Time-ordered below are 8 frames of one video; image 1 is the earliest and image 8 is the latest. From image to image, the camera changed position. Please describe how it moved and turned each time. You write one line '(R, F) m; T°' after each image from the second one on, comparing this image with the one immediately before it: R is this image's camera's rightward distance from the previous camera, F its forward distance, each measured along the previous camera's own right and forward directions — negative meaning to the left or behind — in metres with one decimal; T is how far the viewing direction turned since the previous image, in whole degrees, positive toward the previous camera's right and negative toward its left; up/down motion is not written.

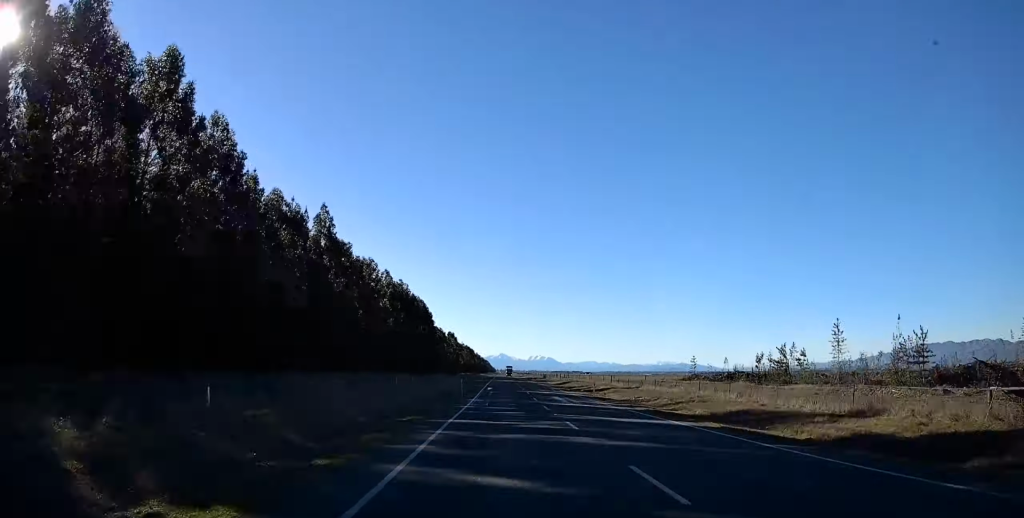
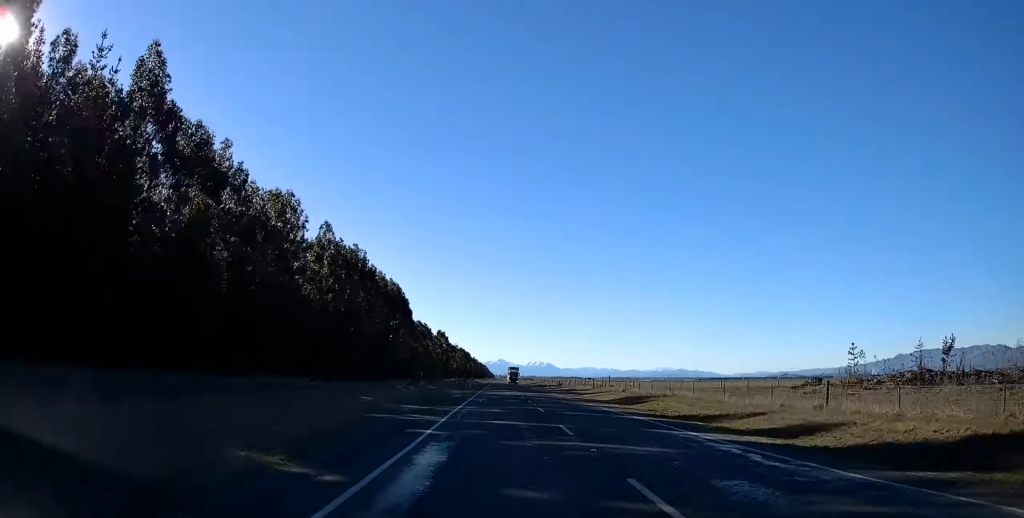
(0.0, +51.0) m; 0°
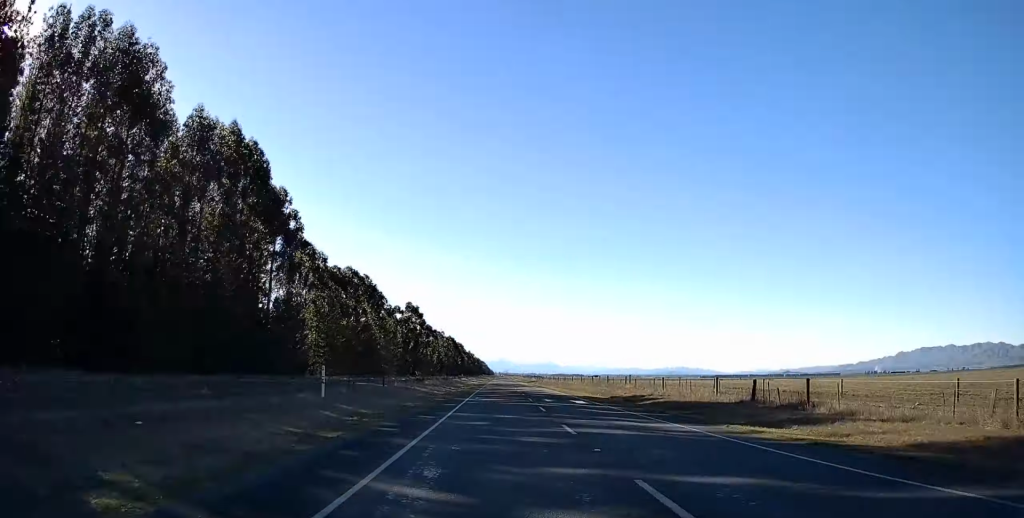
(-0.1, +101.8) m; 0°
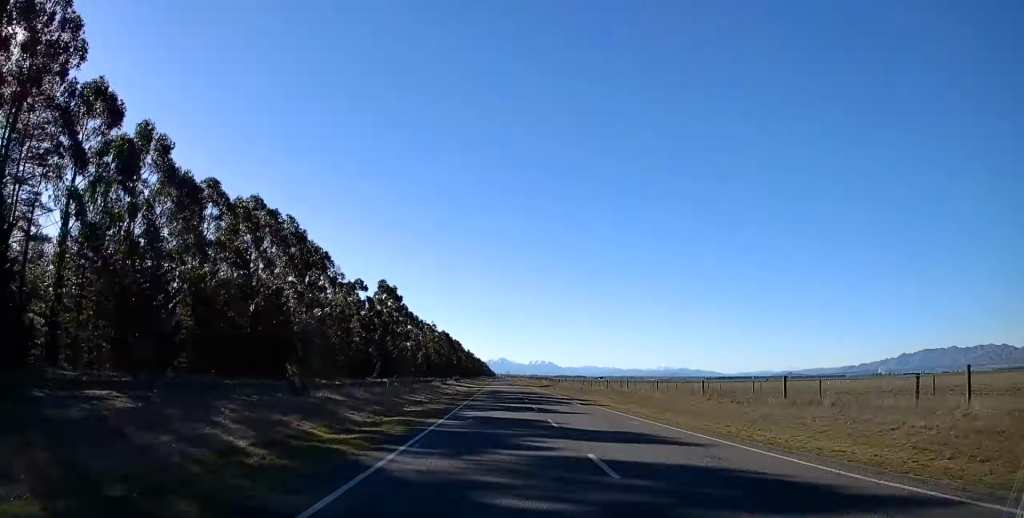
(0.0, +47.2) m; 0°
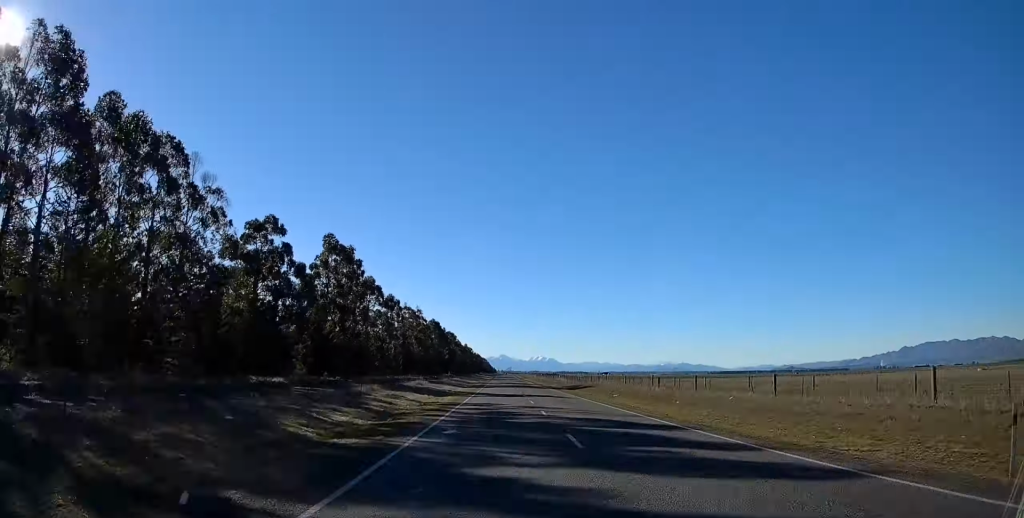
(+0.1, +47.2) m; 0°
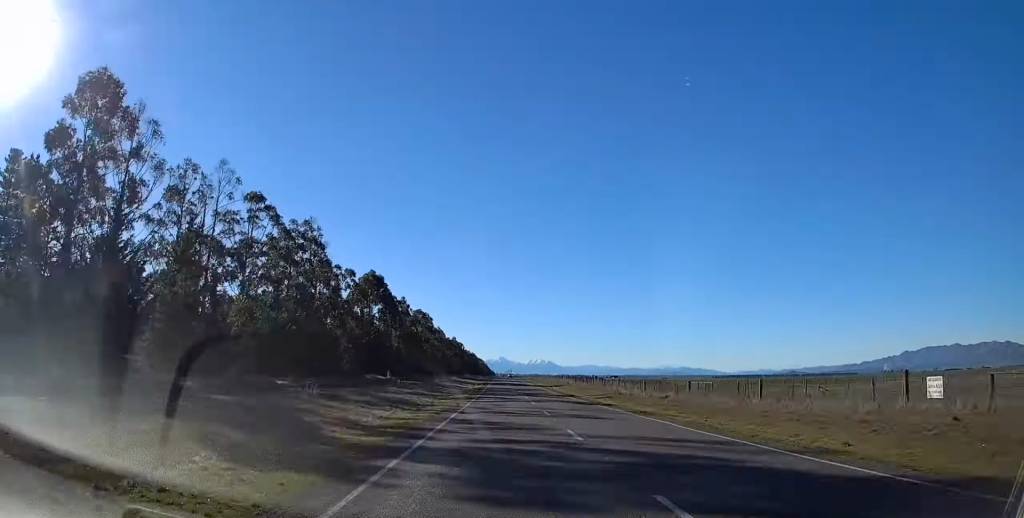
(-0.1, +119.6) m; 0°
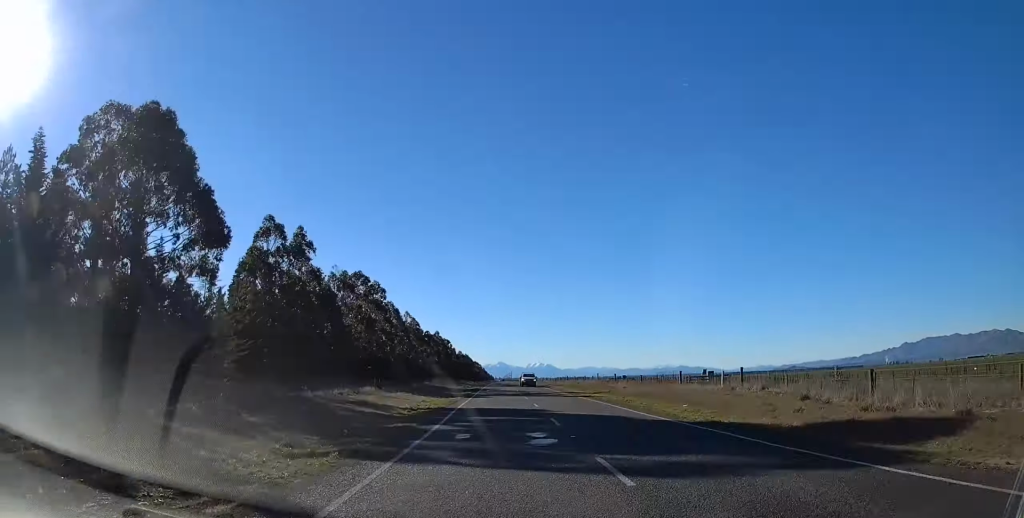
(-0.5, +86.9) m; 0°
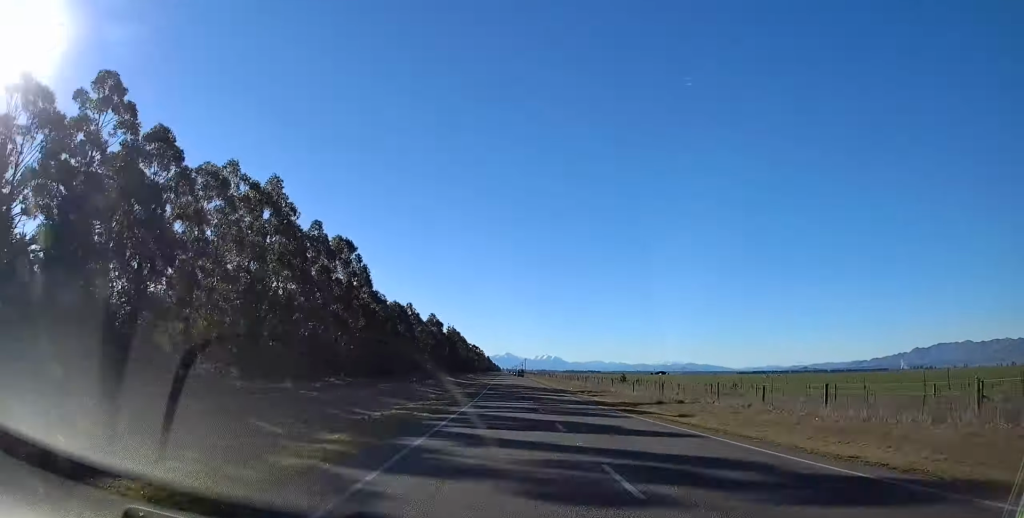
(+0.9, +217.6) m; 0°
